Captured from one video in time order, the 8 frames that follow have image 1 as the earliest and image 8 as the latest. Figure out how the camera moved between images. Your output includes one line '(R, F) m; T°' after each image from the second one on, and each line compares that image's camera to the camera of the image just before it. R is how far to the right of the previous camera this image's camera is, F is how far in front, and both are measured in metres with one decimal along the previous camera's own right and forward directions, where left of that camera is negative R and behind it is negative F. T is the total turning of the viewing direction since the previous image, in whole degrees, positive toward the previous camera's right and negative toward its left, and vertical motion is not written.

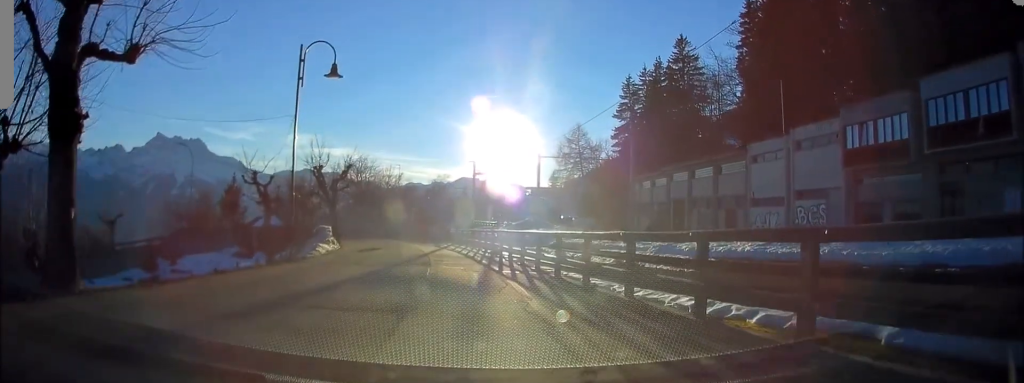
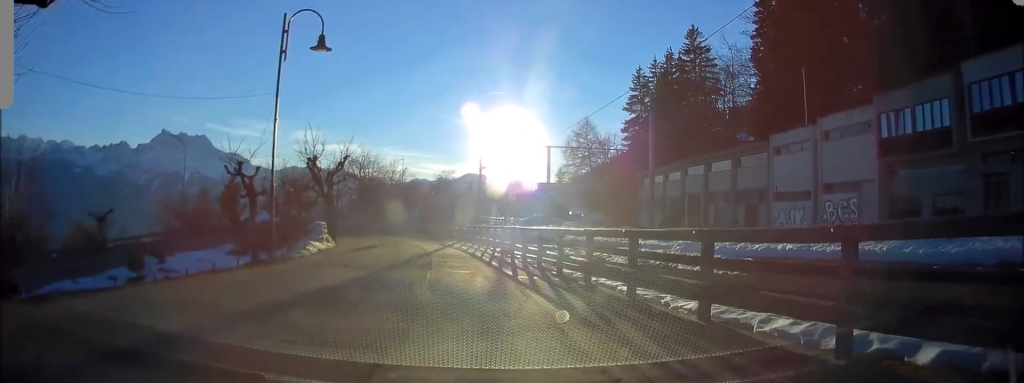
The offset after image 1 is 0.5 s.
(0.0, +2.8) m; -1°
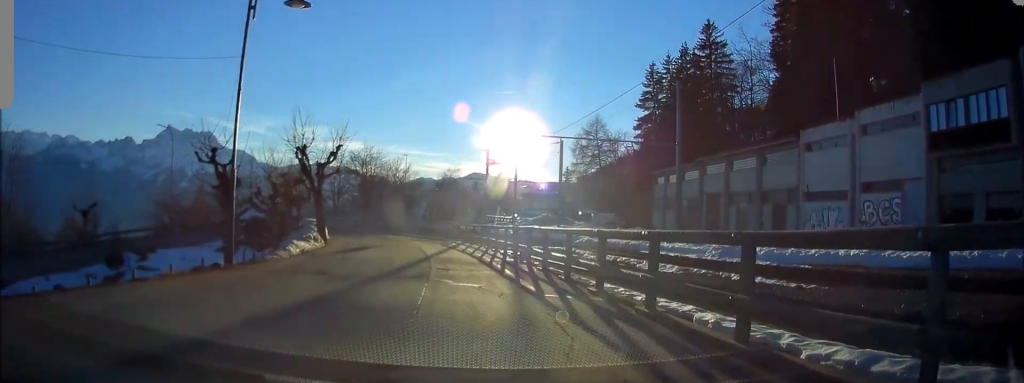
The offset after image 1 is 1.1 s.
(0.0, +3.7) m; -1°
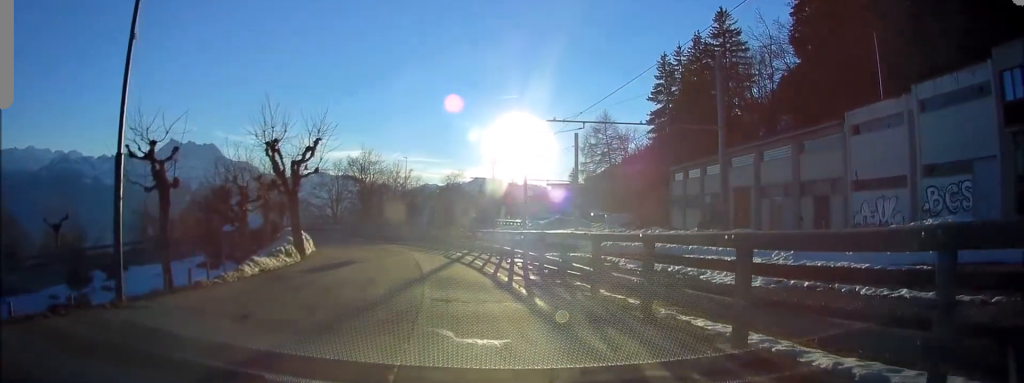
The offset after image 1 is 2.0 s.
(0.0, +5.2) m; 0°
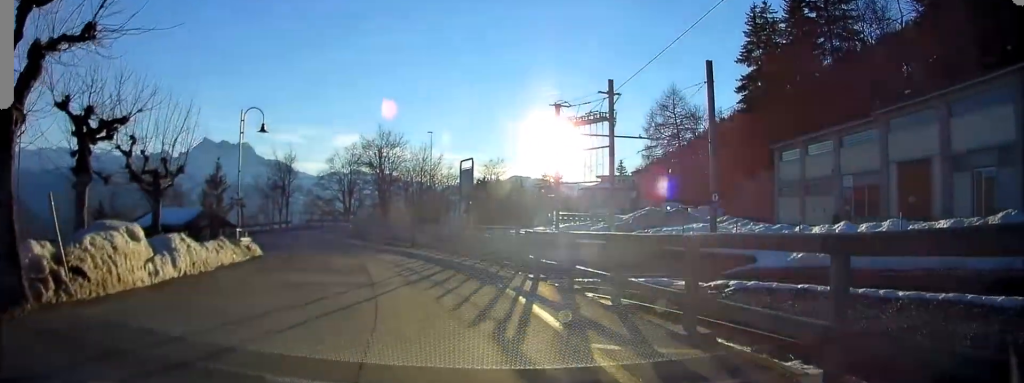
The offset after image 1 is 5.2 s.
(+0.4, +18.3) m; -1°
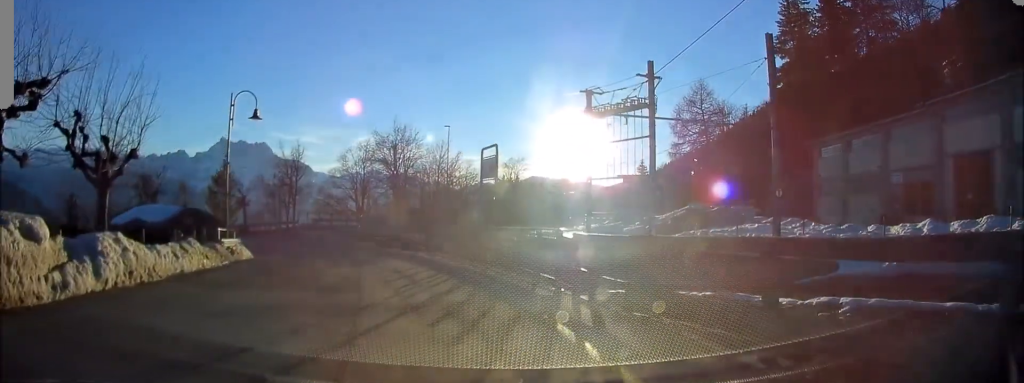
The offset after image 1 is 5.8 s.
(-0.4, +3.8) m; -3°
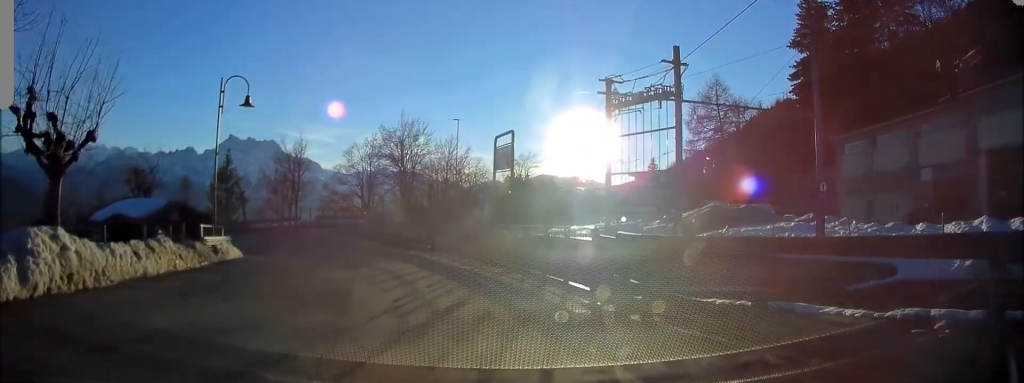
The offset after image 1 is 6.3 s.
(-0.1, +2.5) m; -2°
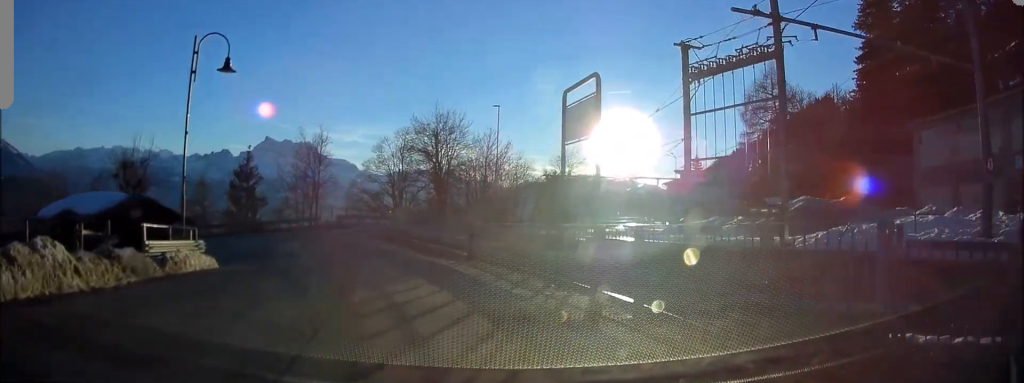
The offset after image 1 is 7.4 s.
(0.0, +6.2) m; -3°
